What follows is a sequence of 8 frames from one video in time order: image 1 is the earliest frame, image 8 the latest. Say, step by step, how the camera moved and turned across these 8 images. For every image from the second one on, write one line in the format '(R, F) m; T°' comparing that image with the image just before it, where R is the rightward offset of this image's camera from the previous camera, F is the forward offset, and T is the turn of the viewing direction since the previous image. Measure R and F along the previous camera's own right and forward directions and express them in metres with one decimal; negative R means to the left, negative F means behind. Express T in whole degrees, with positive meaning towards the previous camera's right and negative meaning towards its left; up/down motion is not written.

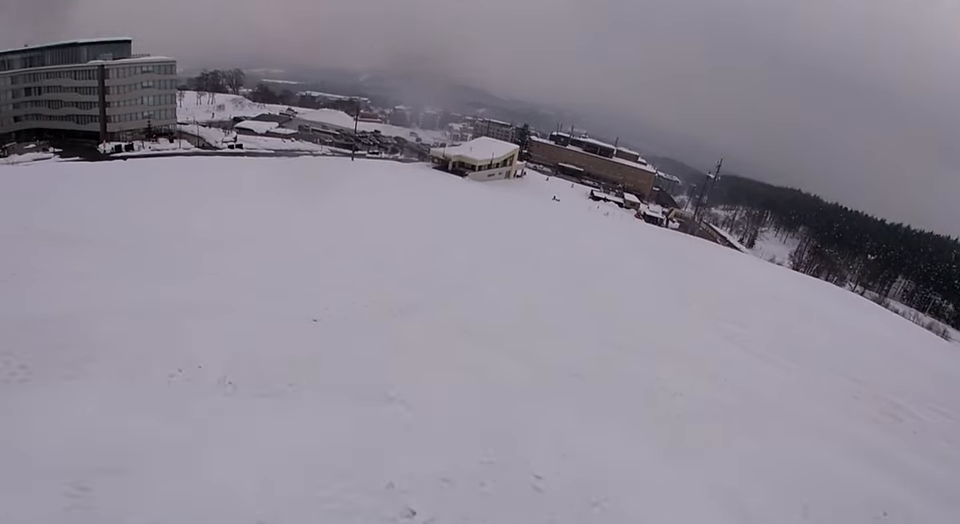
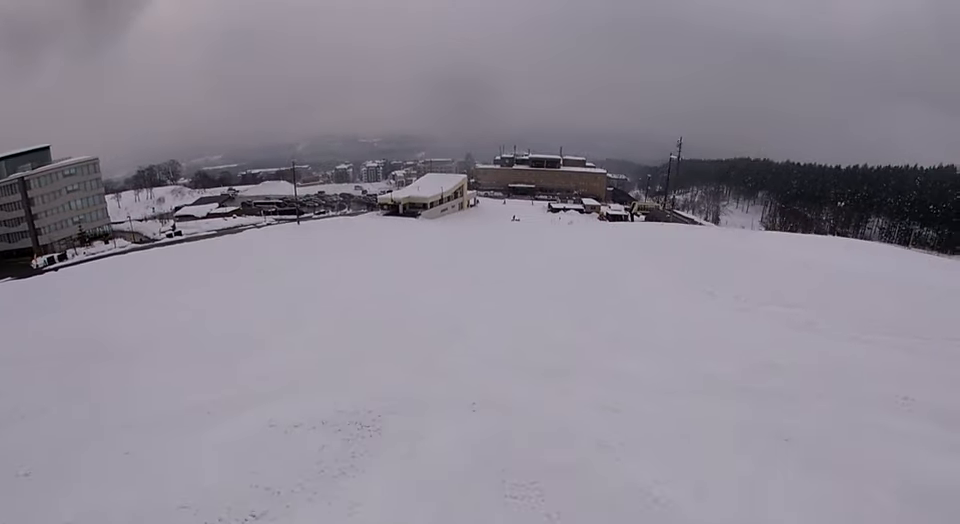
(+0.3, +9.9) m; +3°
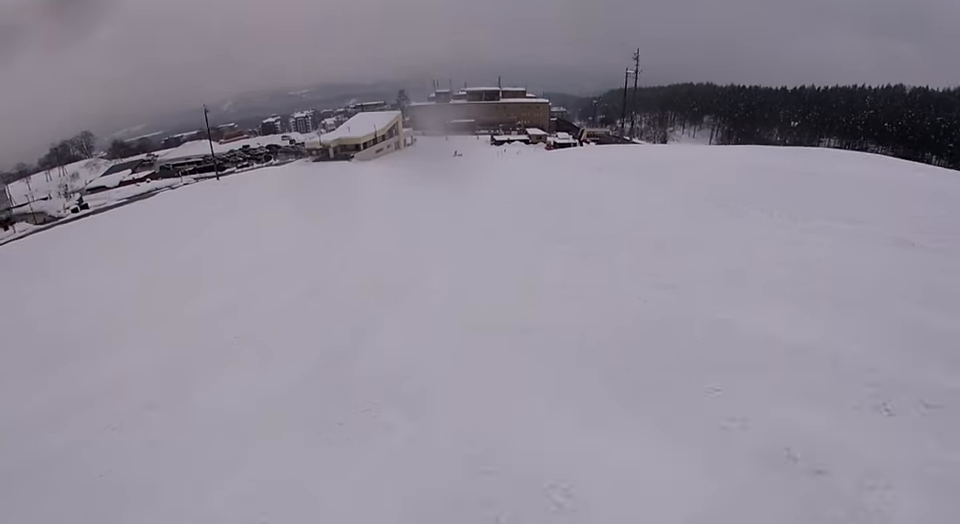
(+0.1, +9.0) m; 0°
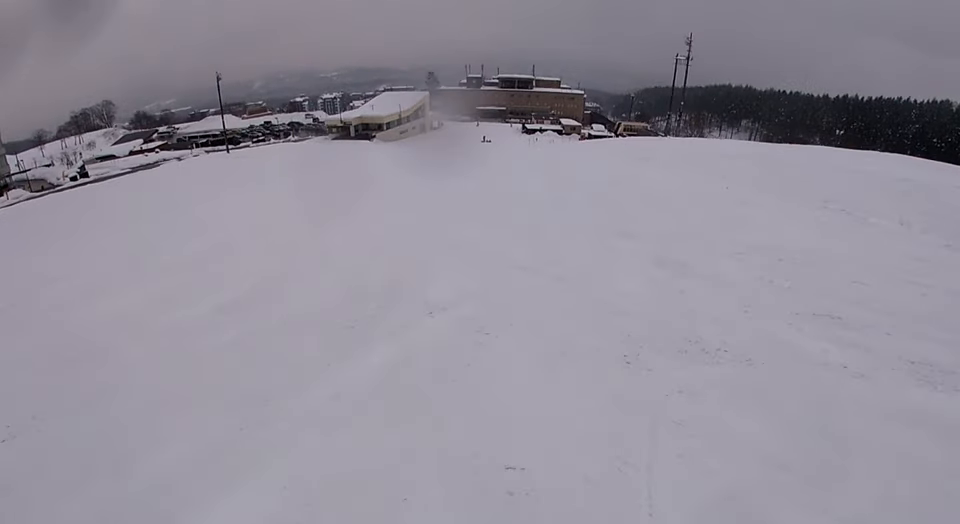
(+0.4, +8.1) m; -2°
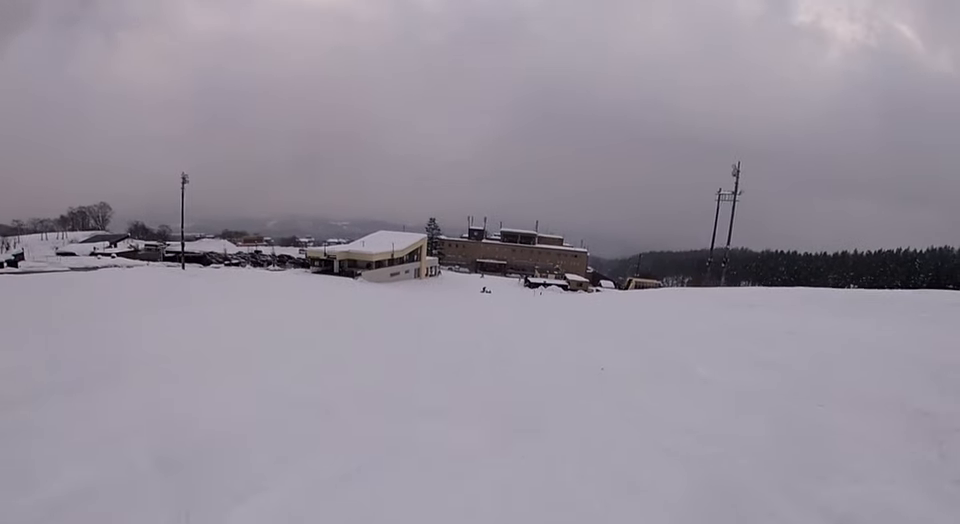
(-1.6, +18.4) m; -6°
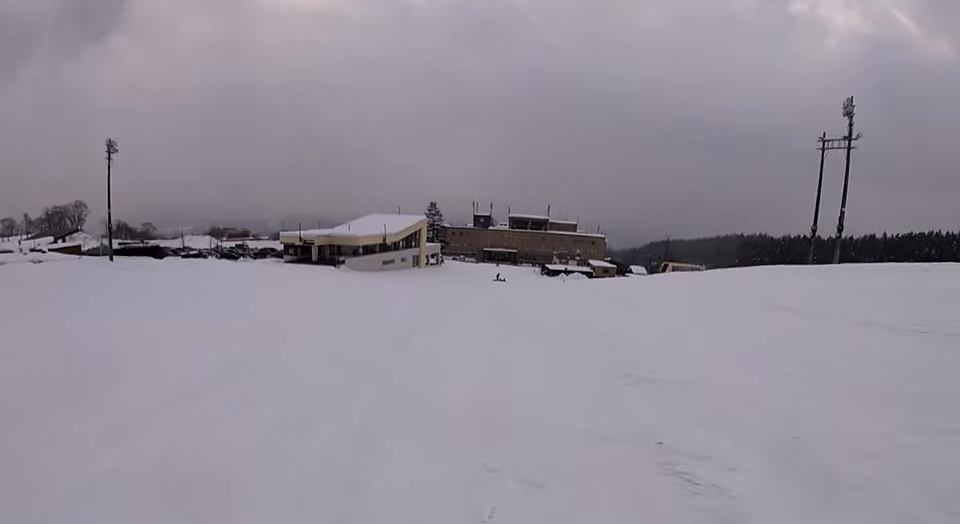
(0.0, +18.3) m; 0°
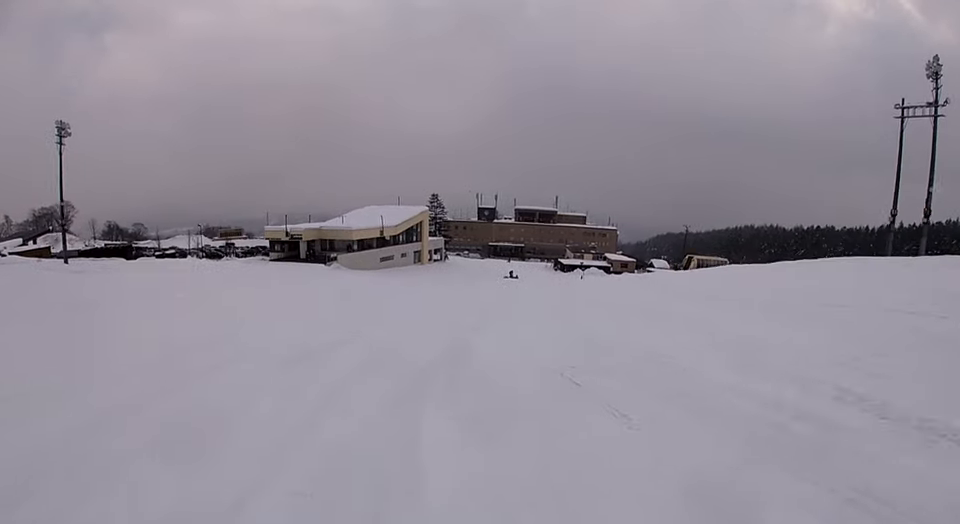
(0.0, +9.0) m; +4°
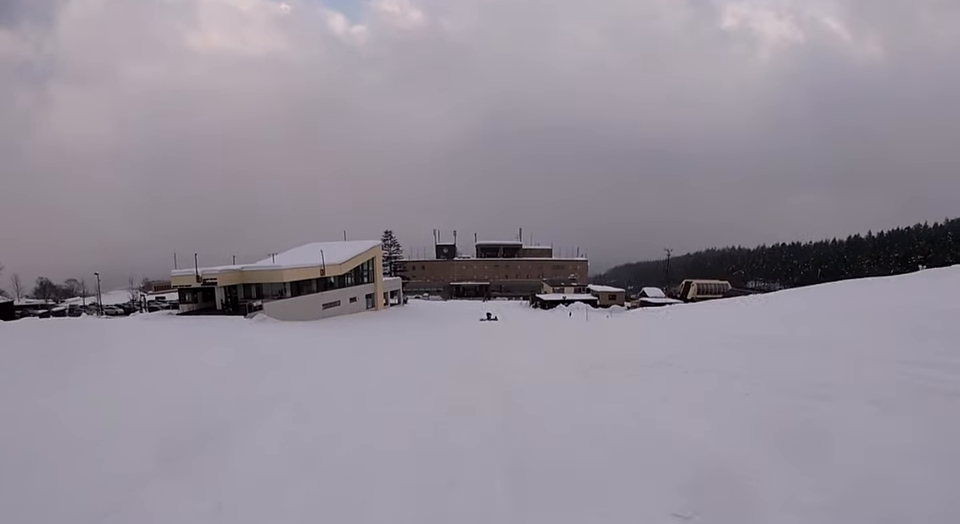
(+1.6, +15.9) m; +7°
